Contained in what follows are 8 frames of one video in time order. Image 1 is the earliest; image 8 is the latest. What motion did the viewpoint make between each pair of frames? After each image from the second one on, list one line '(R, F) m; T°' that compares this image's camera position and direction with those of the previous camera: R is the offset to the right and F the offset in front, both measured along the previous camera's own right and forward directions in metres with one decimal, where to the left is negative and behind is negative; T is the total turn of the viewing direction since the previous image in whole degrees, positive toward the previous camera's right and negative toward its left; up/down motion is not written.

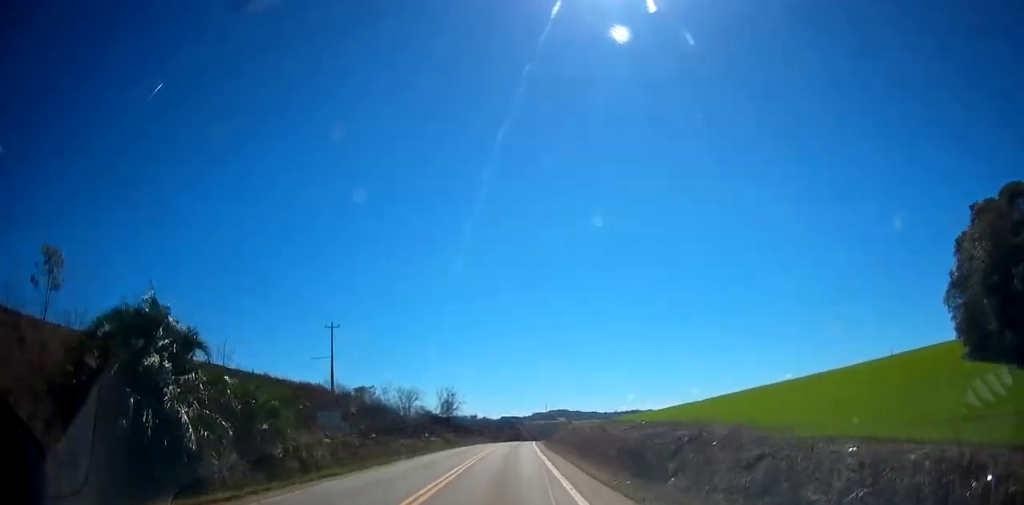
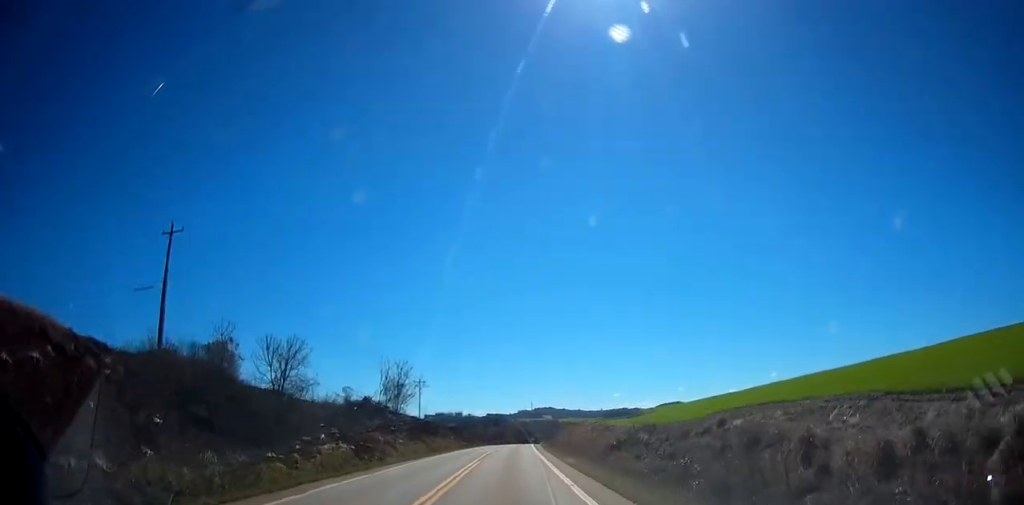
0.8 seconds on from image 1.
(+0.6, +36.8) m; +1°
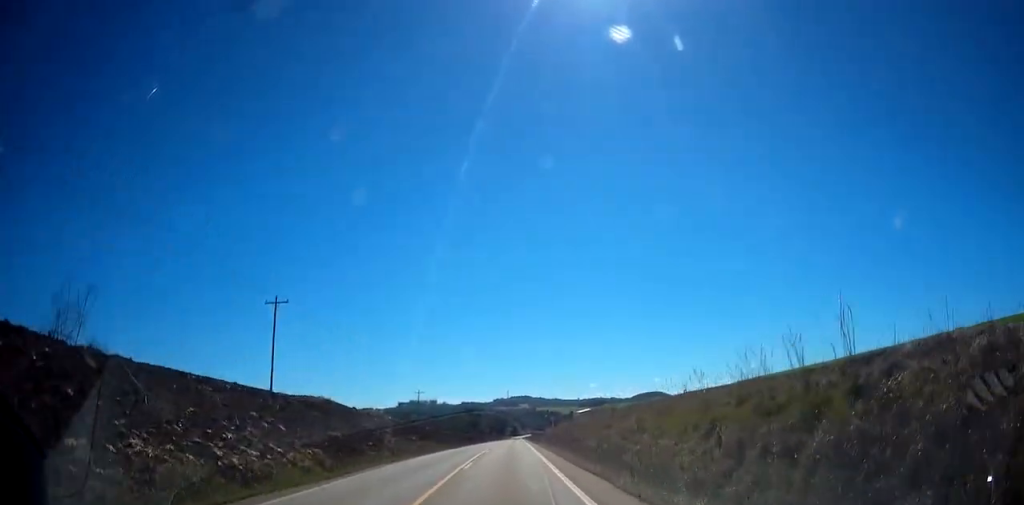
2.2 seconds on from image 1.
(+0.5, +66.6) m; 0°
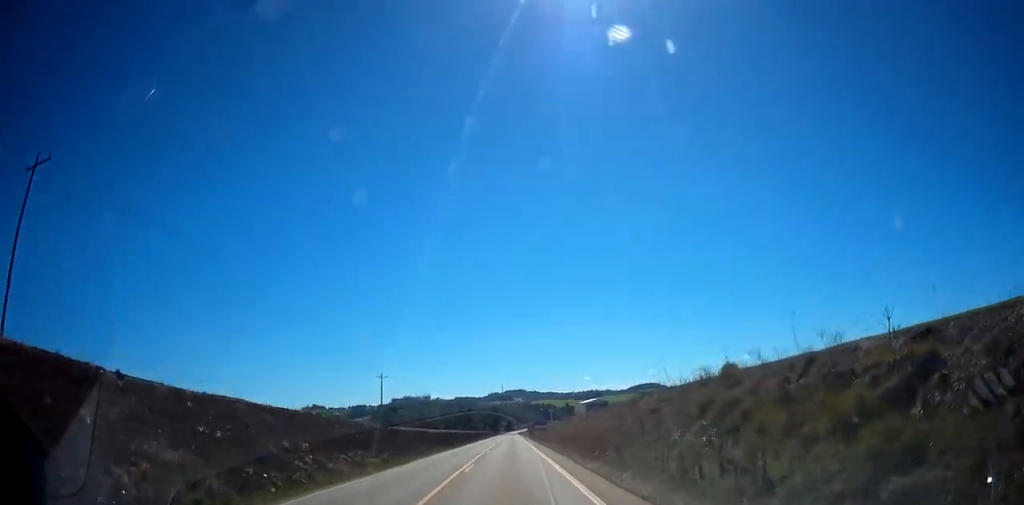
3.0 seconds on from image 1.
(0.0, +33.0) m; +1°
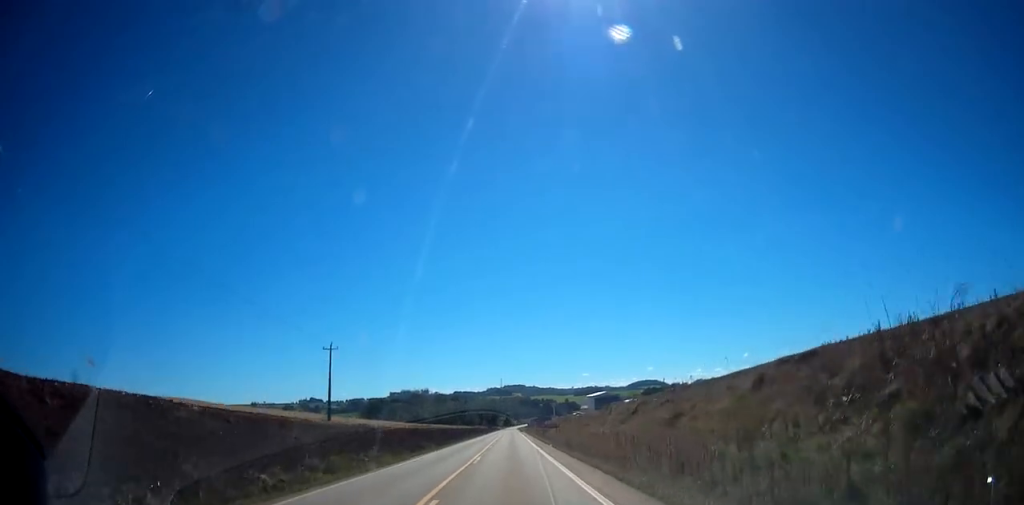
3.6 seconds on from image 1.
(+0.4, +28.4) m; +1°
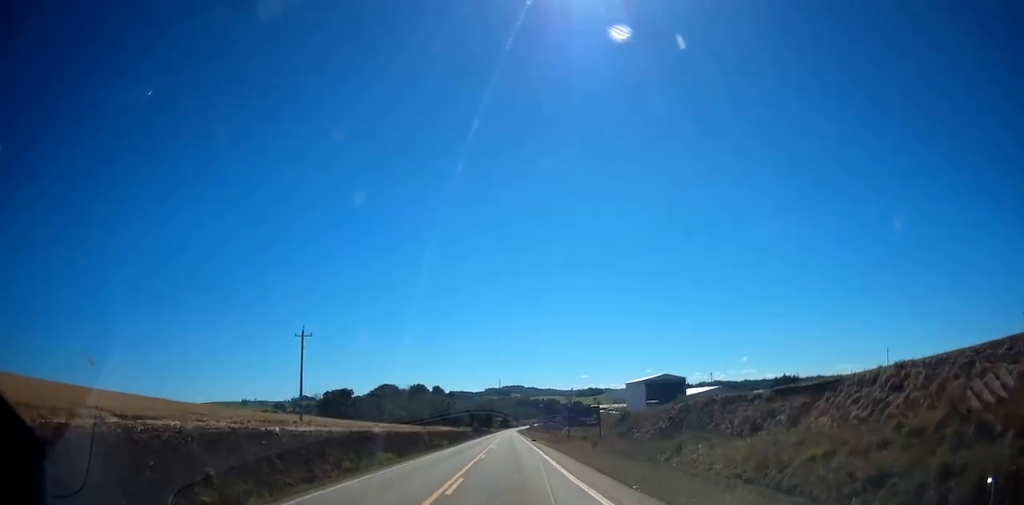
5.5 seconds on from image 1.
(+2.2, +90.2) m; +3°
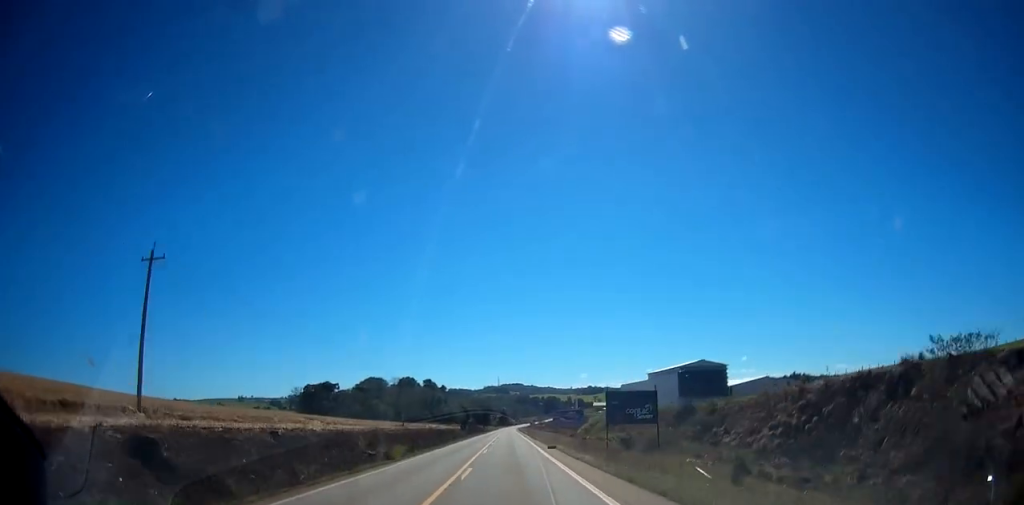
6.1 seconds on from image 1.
(+0.7, +28.6) m; +1°
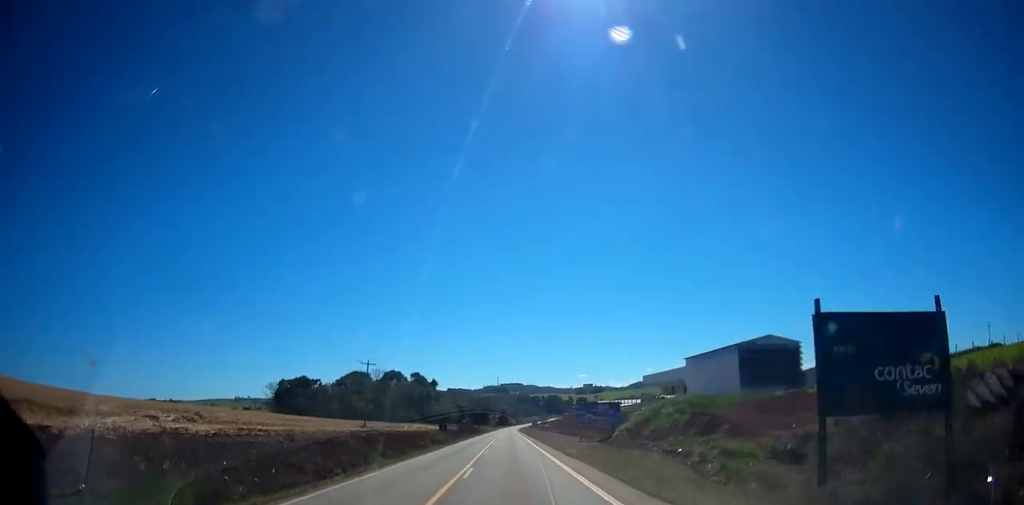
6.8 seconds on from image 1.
(-0.1, +31.9) m; 0°
